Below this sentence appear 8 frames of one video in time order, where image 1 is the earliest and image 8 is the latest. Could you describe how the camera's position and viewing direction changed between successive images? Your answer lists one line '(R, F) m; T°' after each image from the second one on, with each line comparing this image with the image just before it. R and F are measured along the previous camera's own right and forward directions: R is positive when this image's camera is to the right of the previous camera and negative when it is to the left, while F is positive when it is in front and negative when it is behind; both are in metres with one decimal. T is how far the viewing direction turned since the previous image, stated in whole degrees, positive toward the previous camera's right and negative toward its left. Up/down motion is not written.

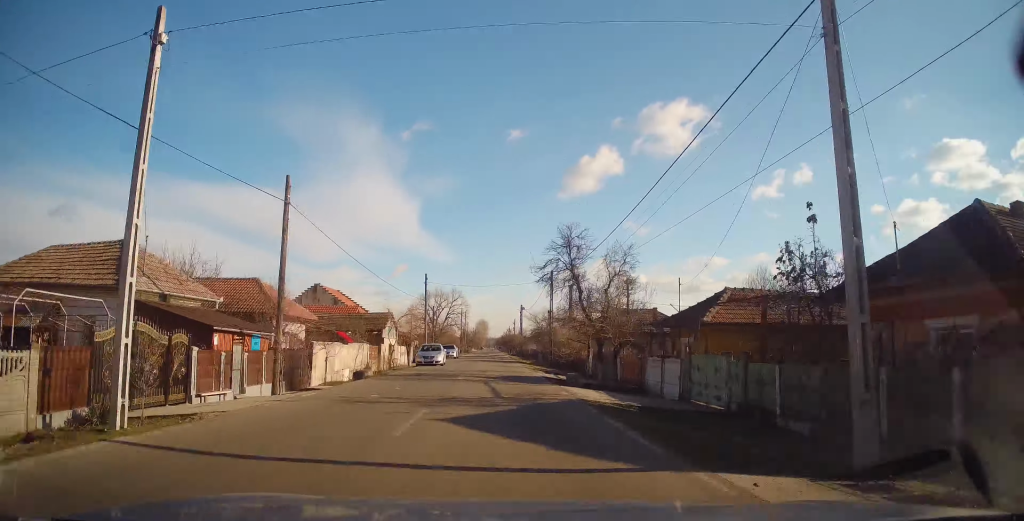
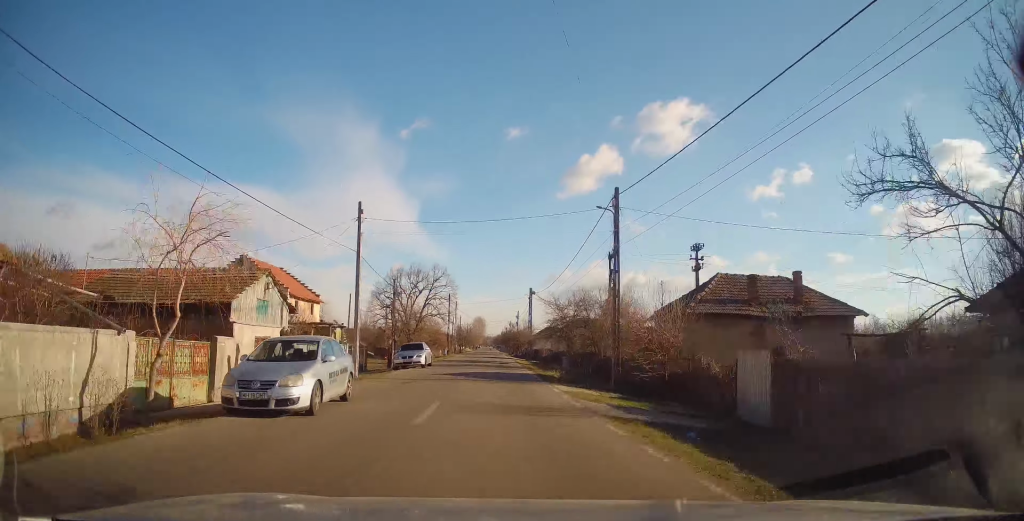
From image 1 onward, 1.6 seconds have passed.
(-0.7, +24.3) m; -2°
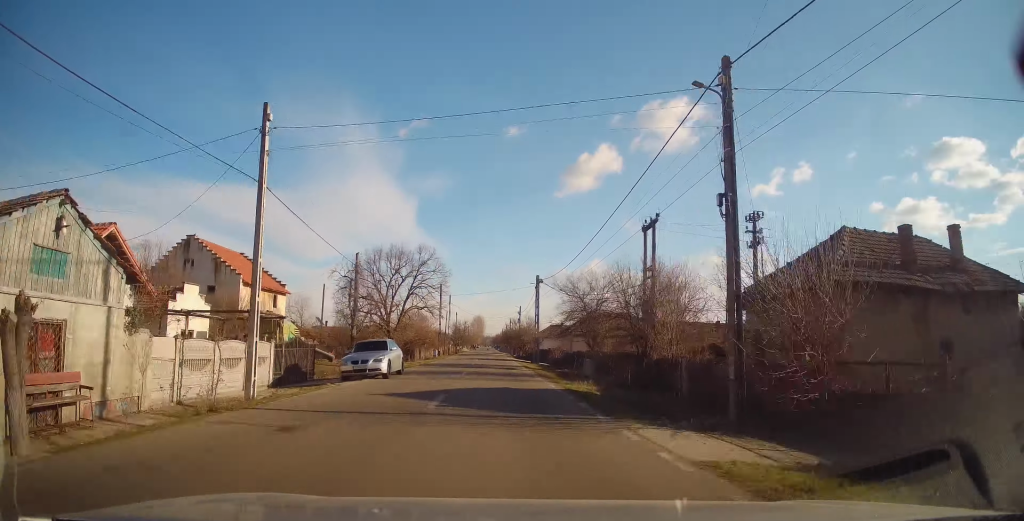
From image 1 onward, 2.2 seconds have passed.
(-0.1, +10.5) m; +1°
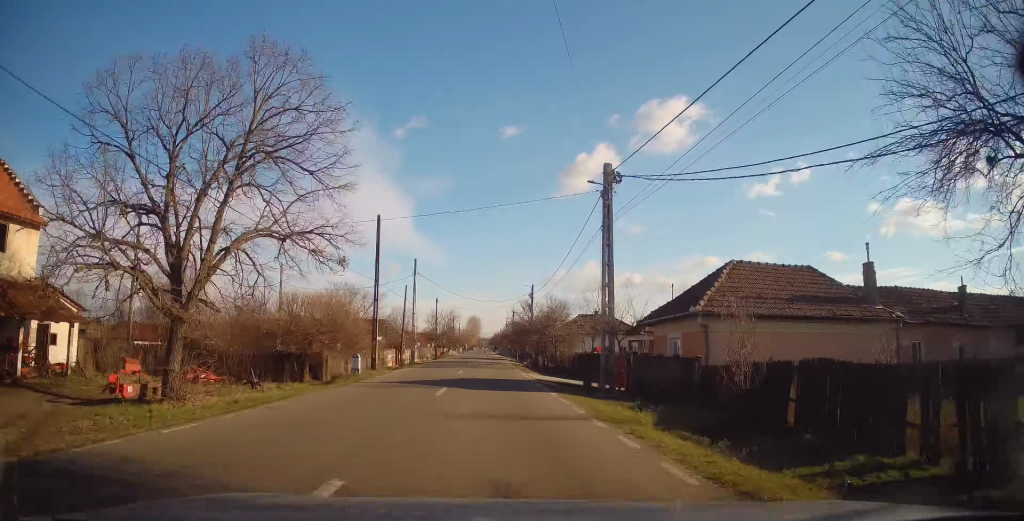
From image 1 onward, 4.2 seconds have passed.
(+0.7, +32.4) m; +1°
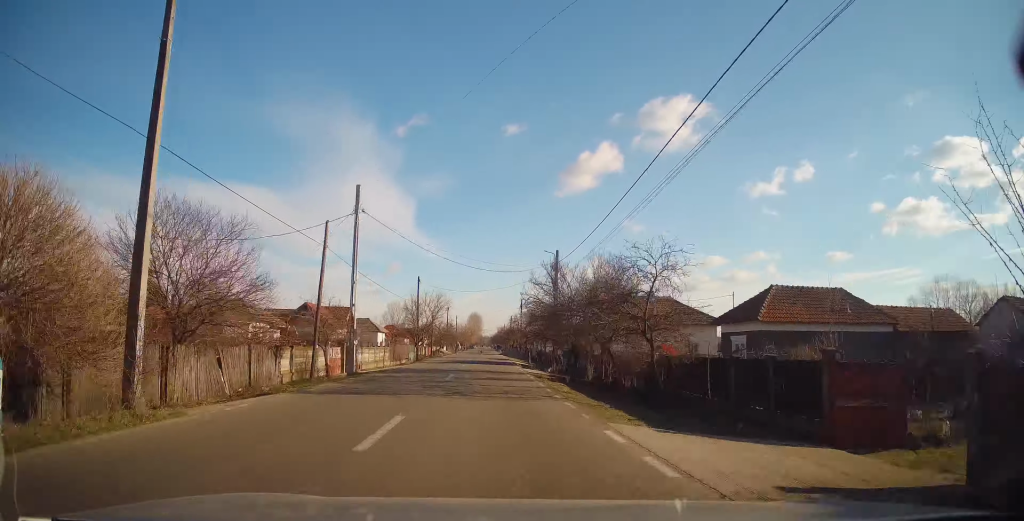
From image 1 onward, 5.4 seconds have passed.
(-0.2, +19.9) m; -1°
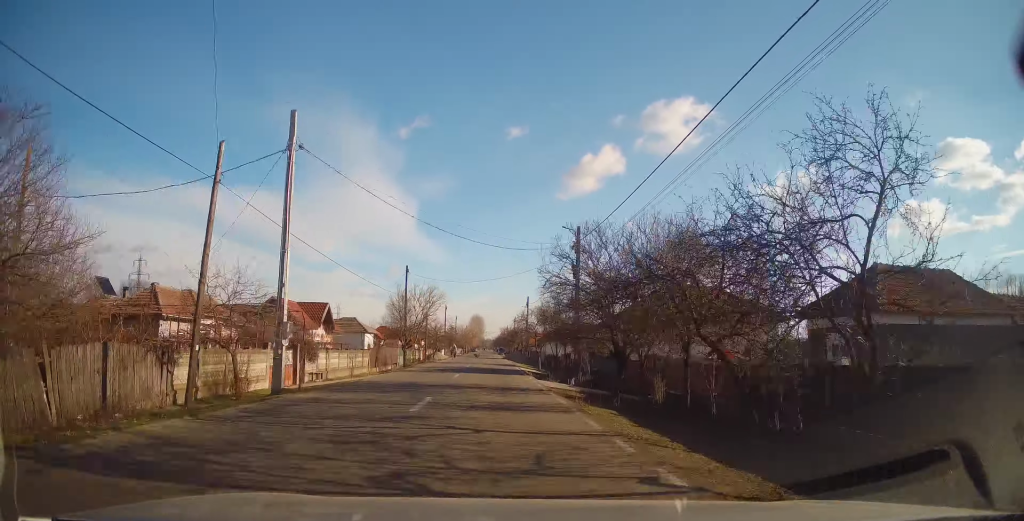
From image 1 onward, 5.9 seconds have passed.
(0.0, +8.6) m; 0°
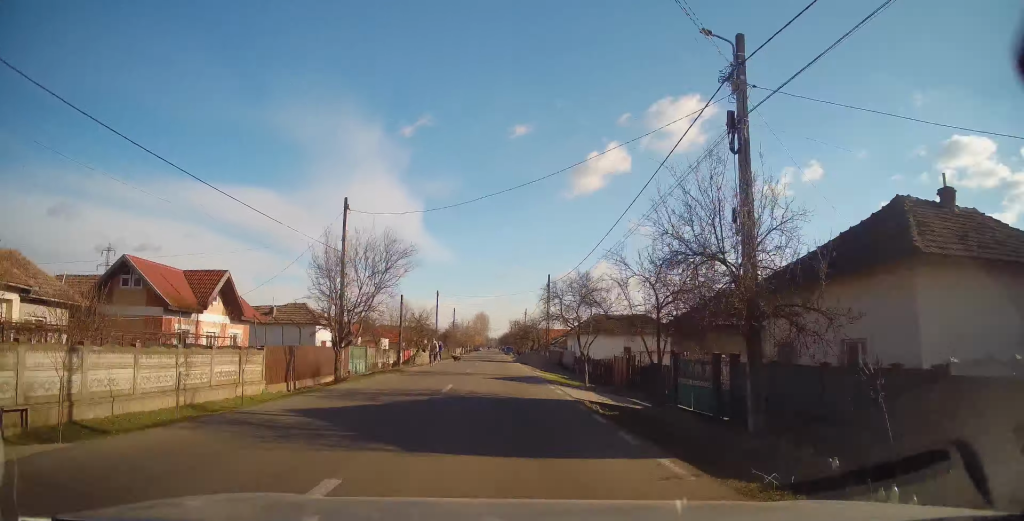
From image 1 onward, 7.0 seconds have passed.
(0.0, +19.4) m; 0°
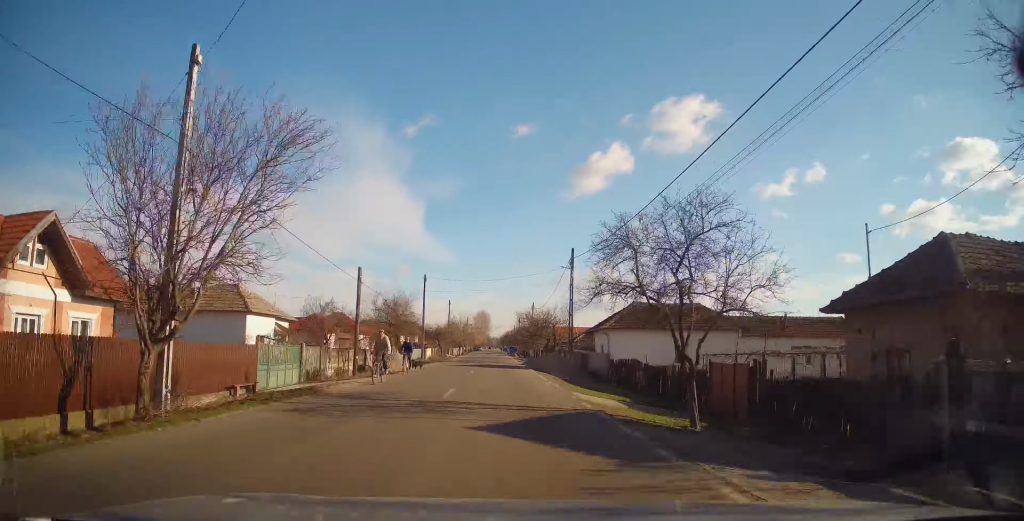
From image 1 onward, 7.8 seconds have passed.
(0.0, +13.2) m; 0°
